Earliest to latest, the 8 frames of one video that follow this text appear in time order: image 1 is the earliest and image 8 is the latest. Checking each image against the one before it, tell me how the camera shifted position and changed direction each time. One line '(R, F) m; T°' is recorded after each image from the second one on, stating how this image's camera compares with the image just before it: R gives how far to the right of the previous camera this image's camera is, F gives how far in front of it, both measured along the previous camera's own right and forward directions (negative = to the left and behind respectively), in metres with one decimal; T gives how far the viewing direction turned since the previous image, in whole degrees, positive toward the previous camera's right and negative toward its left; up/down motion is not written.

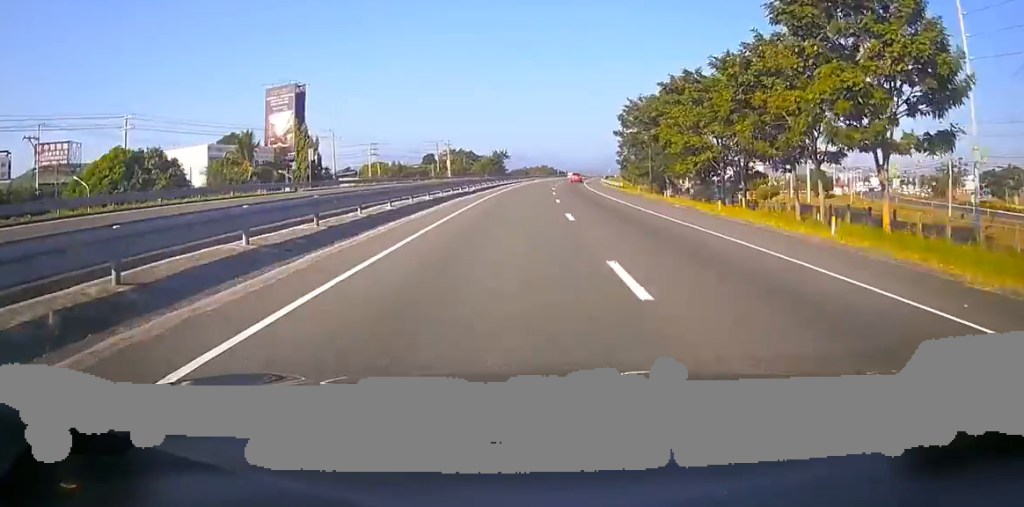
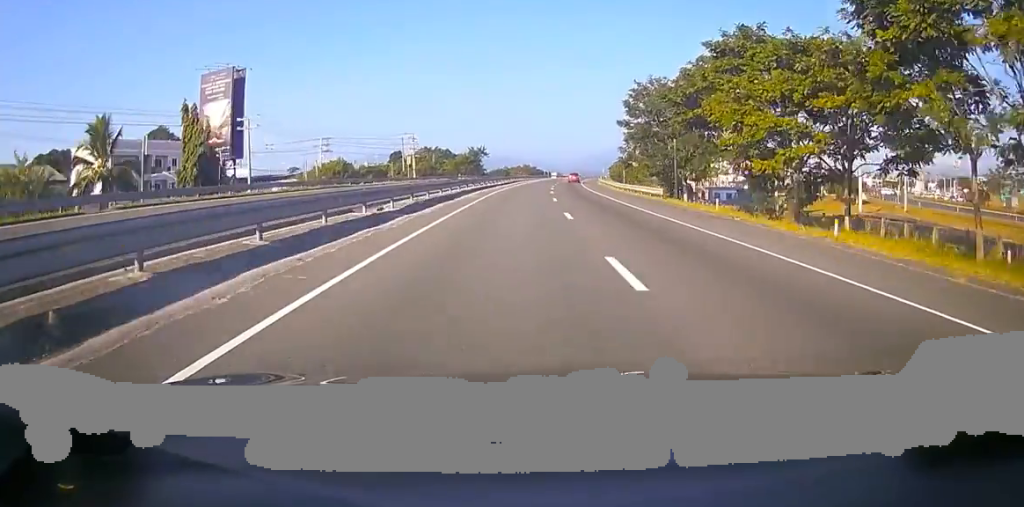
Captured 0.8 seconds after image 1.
(+0.3, +23.6) m; +2°
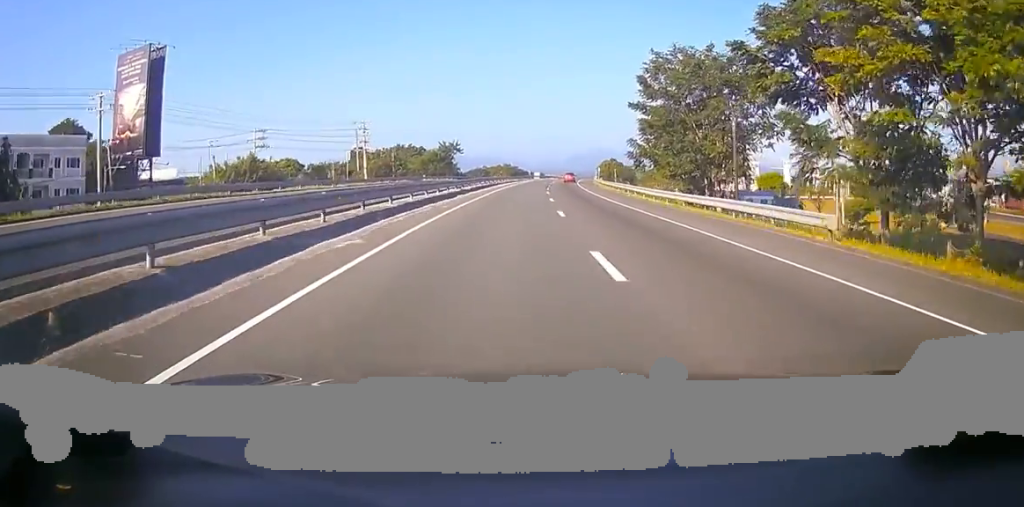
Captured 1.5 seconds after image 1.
(+0.1, +23.5) m; +2°
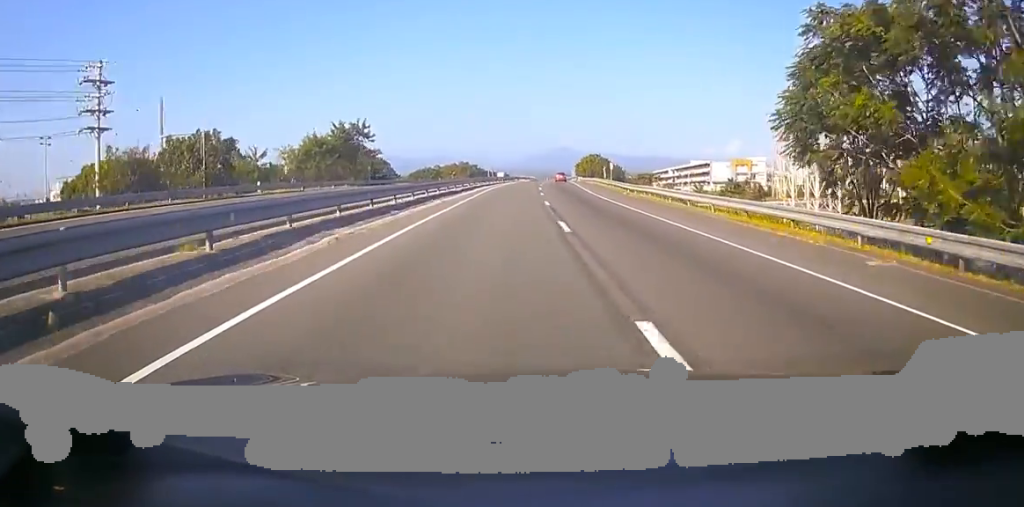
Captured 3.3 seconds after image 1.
(+2.6, +52.8) m; +3°
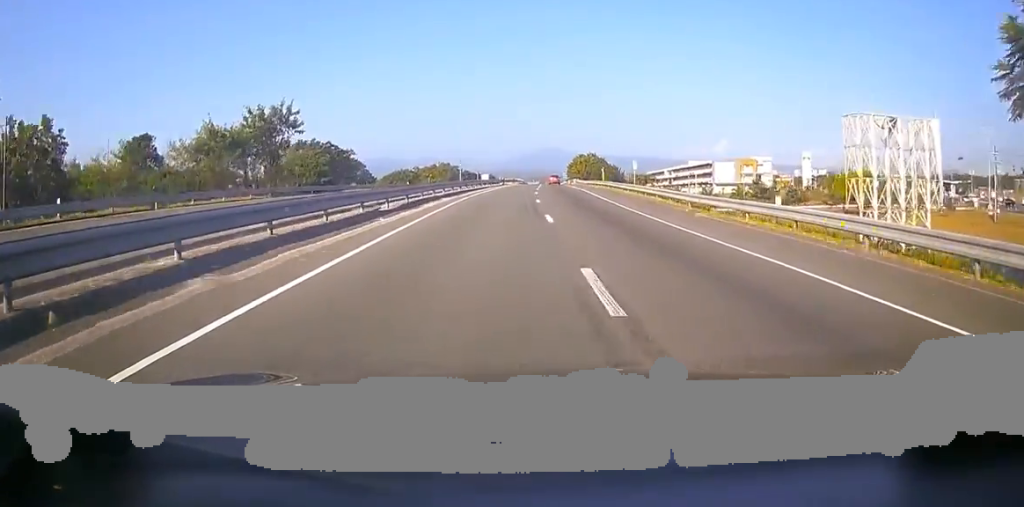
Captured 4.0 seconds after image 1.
(0.0, +20.6) m; +1°
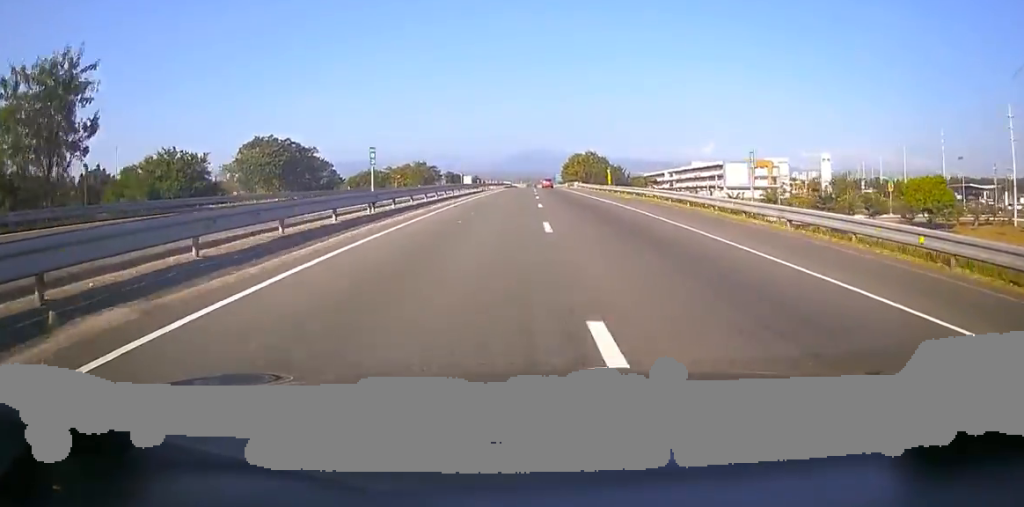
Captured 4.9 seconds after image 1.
(+0.5, +26.9) m; 0°
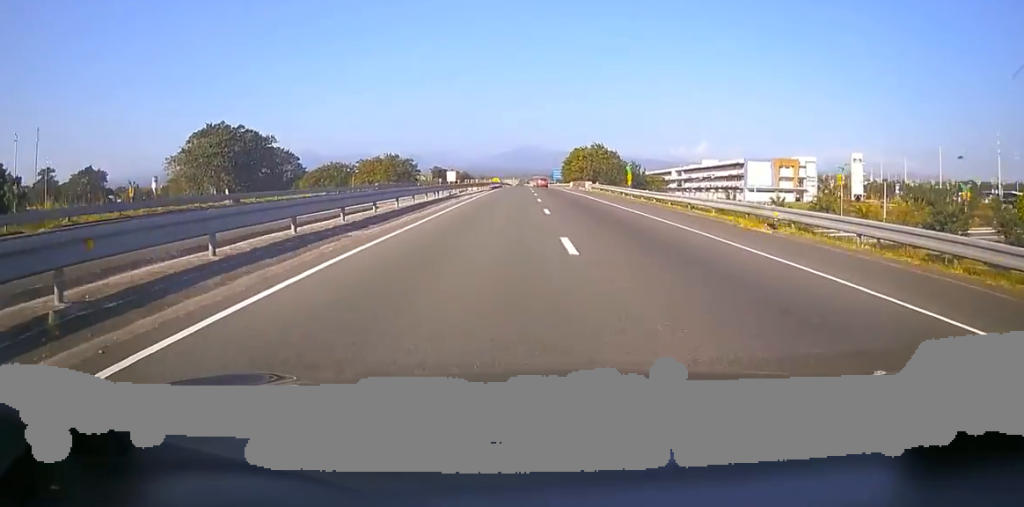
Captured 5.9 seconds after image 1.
(-0.3, +27.4) m; 0°
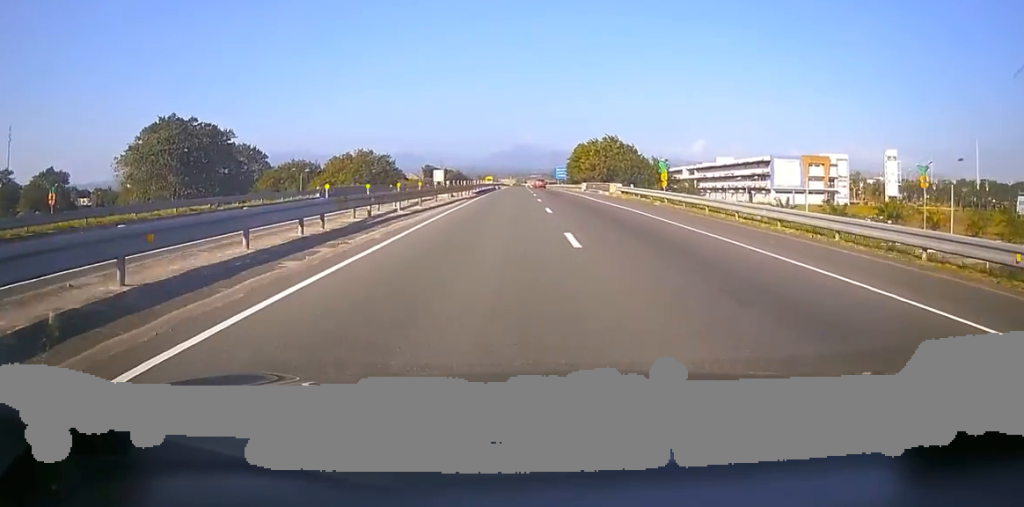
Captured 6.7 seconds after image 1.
(-0.2, +22.9) m; 0°
